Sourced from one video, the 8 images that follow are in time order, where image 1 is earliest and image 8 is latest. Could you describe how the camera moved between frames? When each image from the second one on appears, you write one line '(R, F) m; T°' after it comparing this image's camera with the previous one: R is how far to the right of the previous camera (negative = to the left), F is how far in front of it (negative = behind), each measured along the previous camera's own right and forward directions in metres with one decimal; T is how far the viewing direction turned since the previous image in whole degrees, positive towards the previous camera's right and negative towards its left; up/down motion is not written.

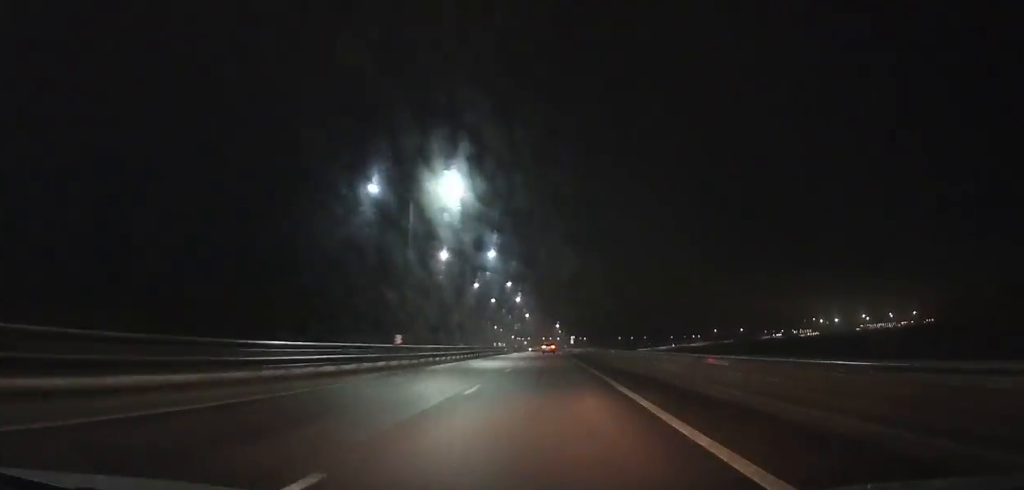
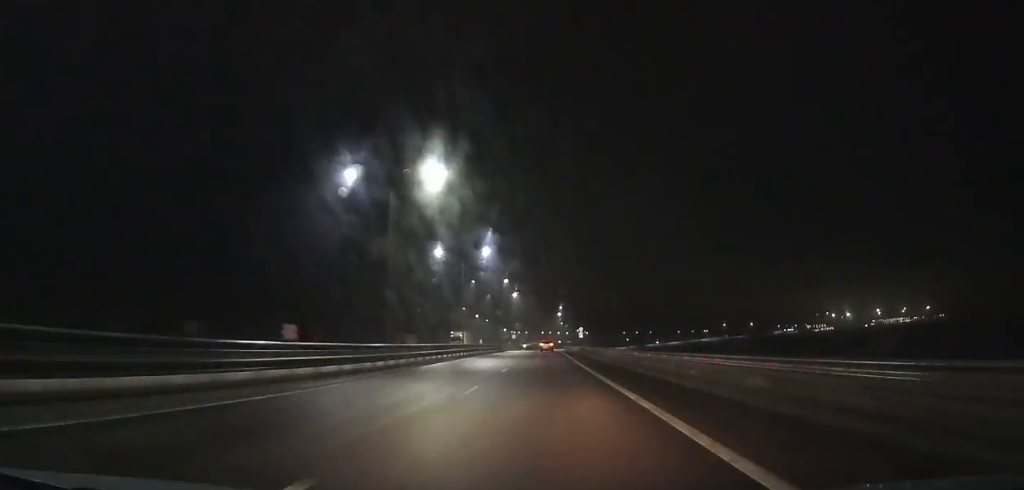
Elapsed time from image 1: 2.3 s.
(+0.2, +59.4) m; 0°
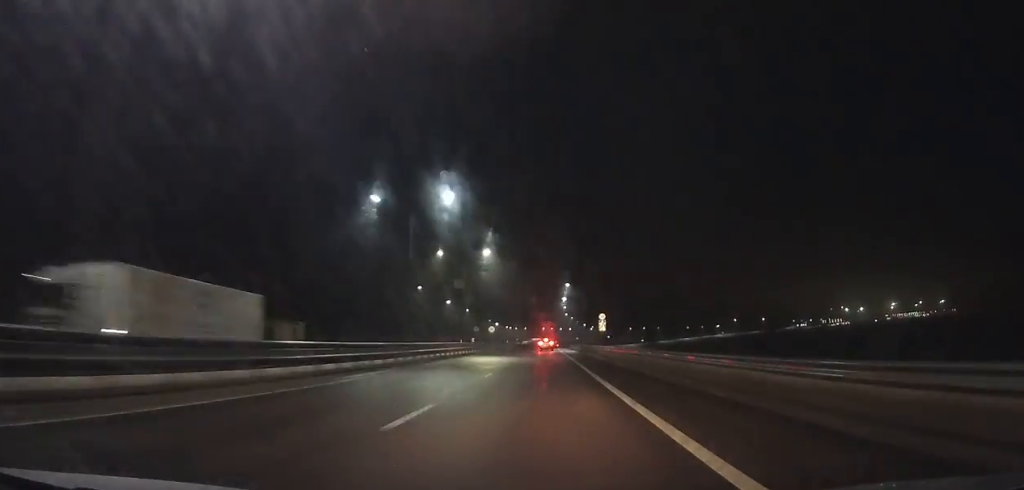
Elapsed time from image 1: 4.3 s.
(0.0, +51.6) m; 0°
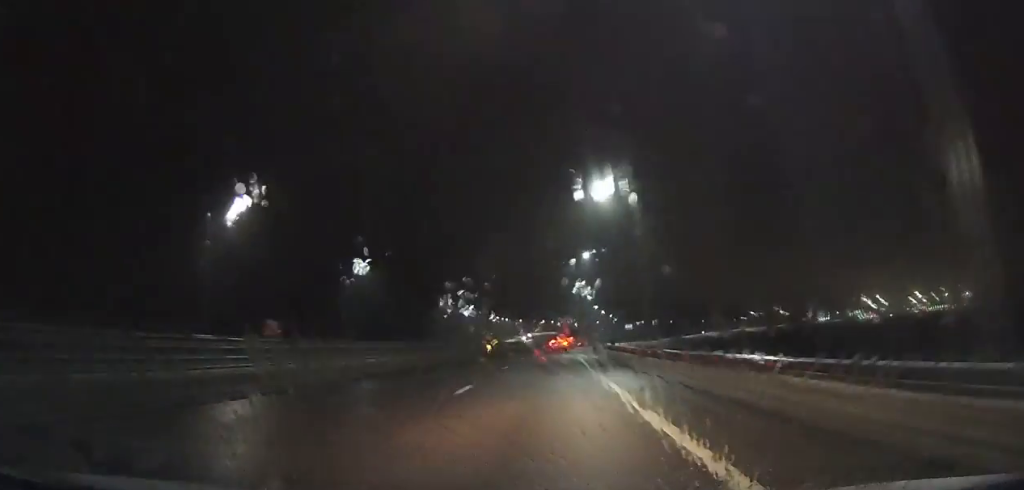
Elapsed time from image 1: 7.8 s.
(+0.3, +89.3) m; +1°
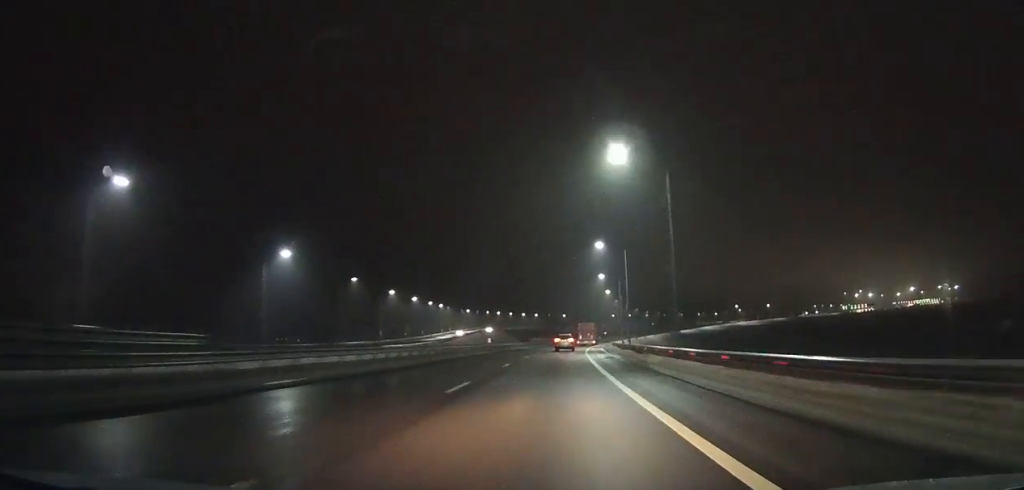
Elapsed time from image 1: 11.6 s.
(+2.4, +93.5) m; +4°
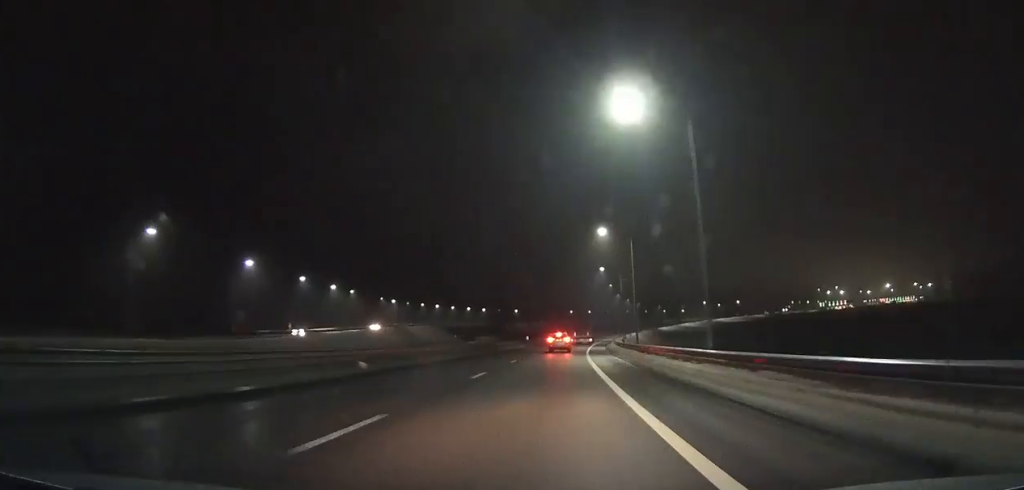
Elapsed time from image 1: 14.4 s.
(+2.6, +65.8) m; +4°
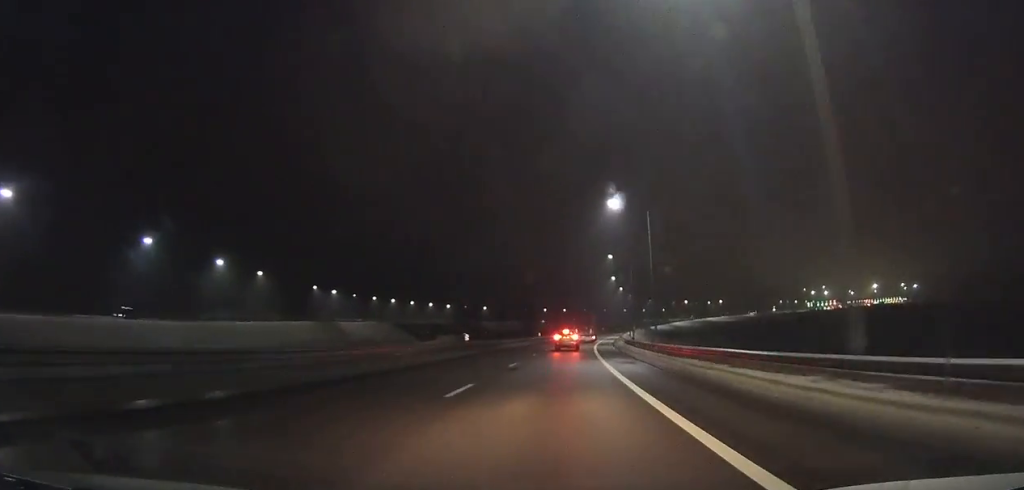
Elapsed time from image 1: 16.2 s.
(+1.4, +40.1) m; +3°
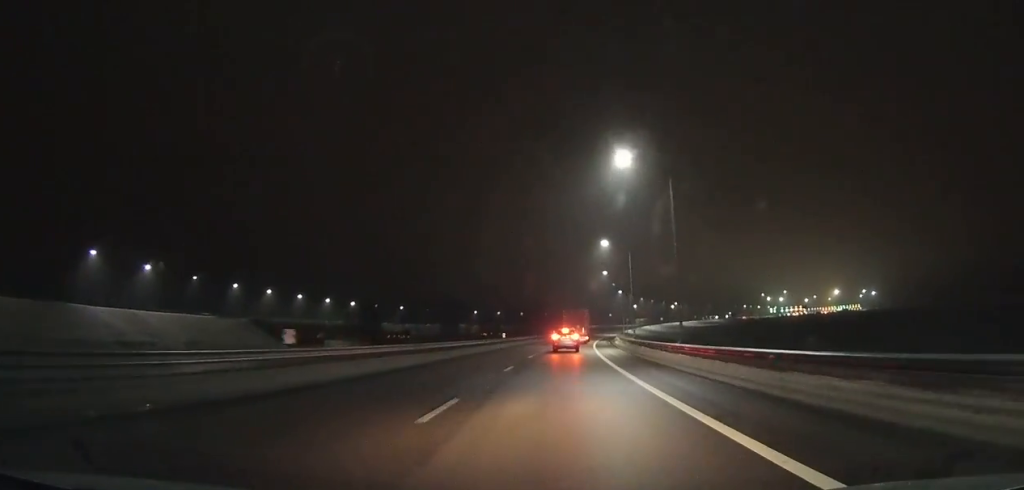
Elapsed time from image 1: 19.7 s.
(+3.4, +74.0) m; +5°
